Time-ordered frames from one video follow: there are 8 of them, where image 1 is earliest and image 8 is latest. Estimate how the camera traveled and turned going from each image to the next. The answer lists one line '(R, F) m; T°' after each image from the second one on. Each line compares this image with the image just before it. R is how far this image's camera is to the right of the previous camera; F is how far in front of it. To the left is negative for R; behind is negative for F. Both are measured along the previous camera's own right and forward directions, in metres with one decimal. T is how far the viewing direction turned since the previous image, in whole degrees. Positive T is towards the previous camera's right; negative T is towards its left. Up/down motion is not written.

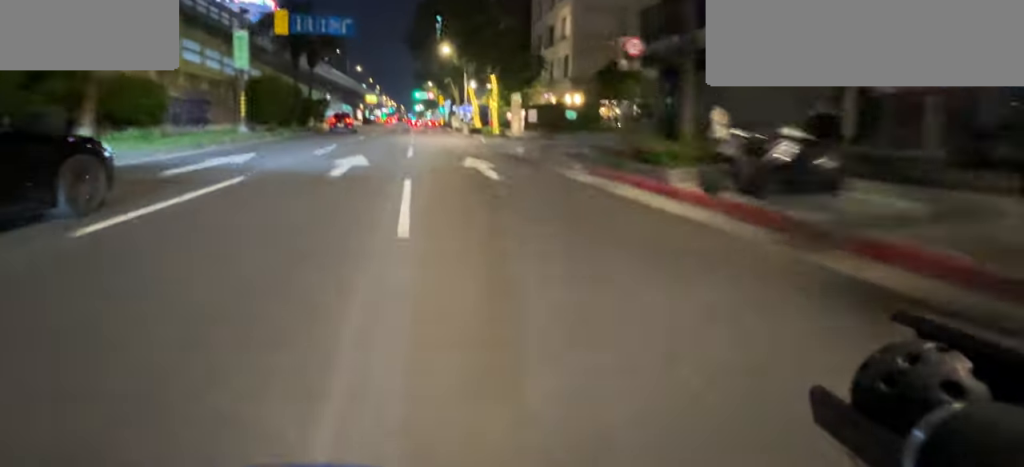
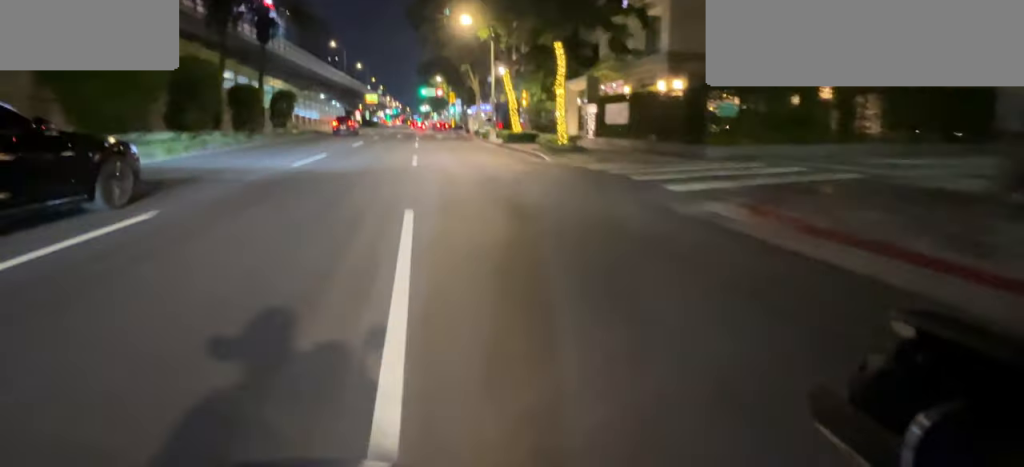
(-0.1, +13.8) m; -1°
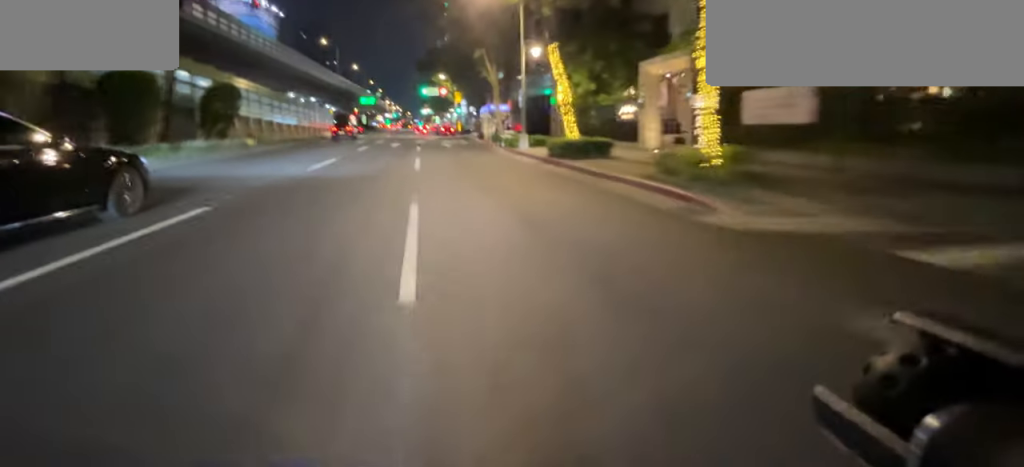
(0.0, +9.4) m; 0°
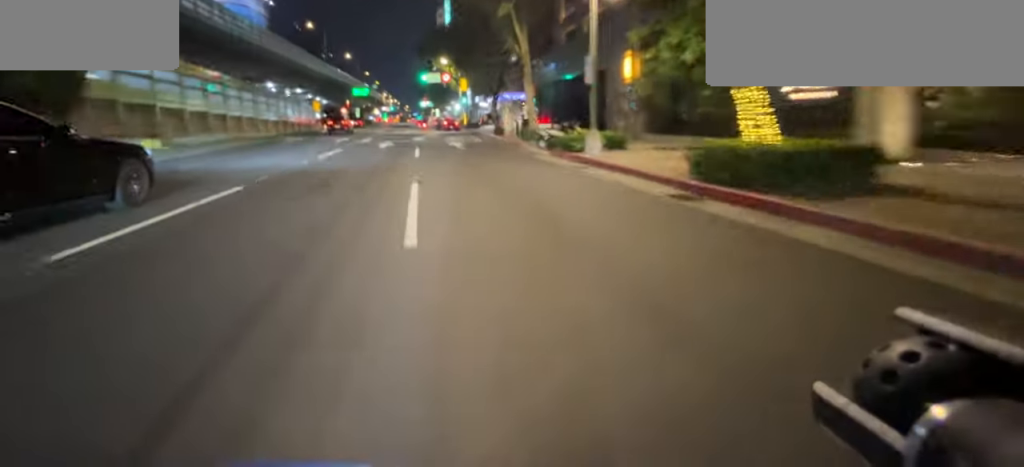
(0.0, +9.2) m; 0°
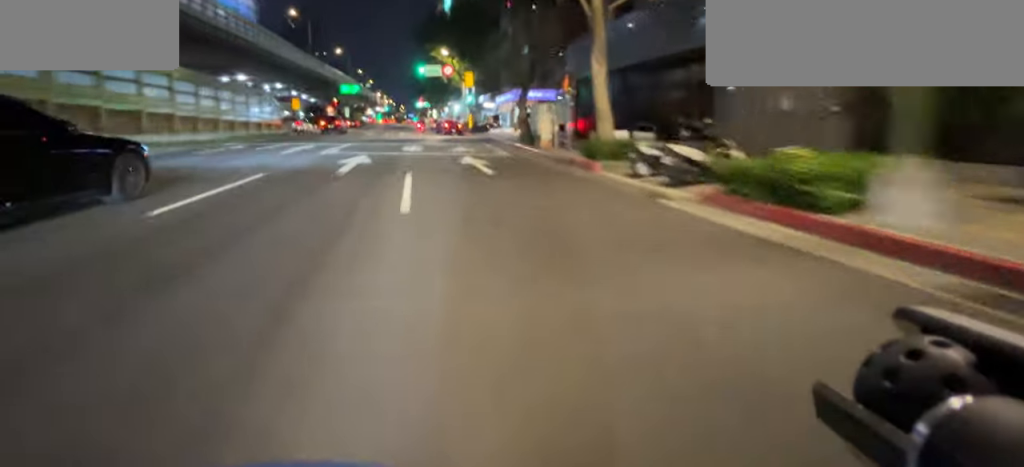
(0.0, +8.5) m; 0°
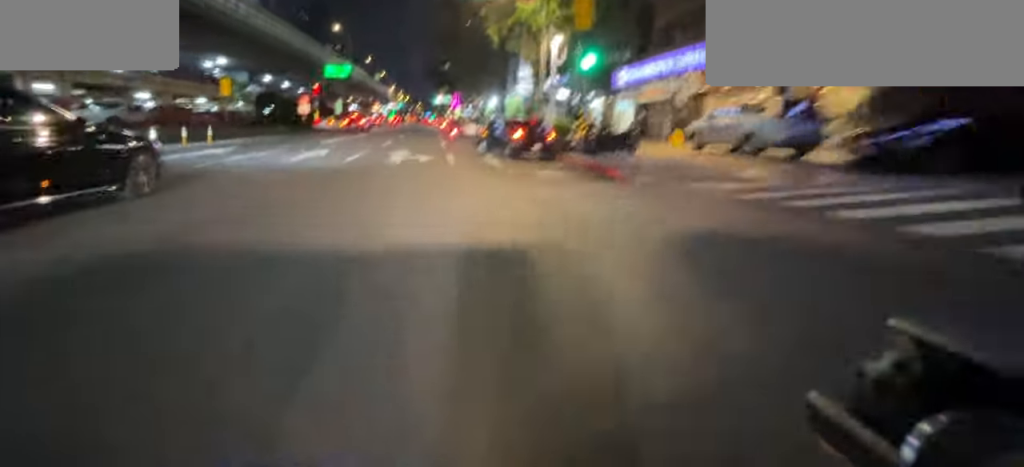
(0.0, +24.2) m; 0°
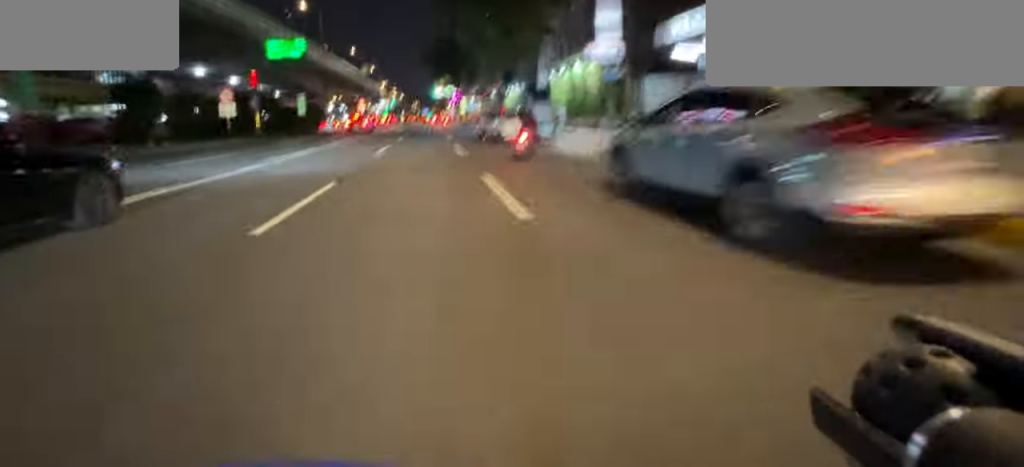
(0.0, +15.8) m; -1°
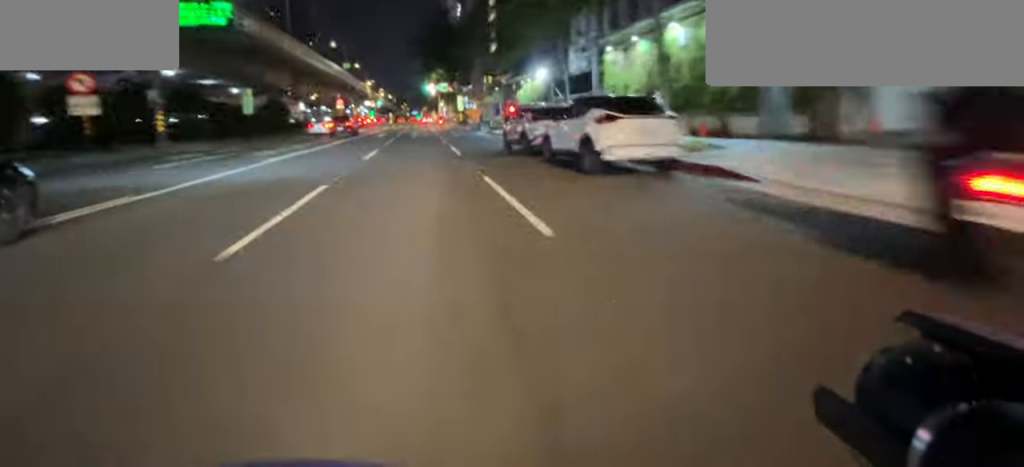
(-0.1, +9.2) m; -1°
